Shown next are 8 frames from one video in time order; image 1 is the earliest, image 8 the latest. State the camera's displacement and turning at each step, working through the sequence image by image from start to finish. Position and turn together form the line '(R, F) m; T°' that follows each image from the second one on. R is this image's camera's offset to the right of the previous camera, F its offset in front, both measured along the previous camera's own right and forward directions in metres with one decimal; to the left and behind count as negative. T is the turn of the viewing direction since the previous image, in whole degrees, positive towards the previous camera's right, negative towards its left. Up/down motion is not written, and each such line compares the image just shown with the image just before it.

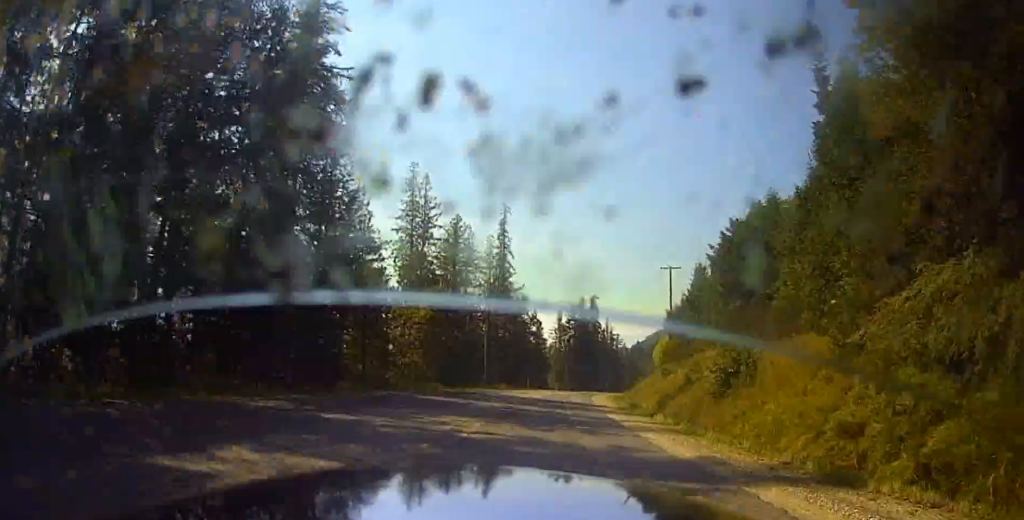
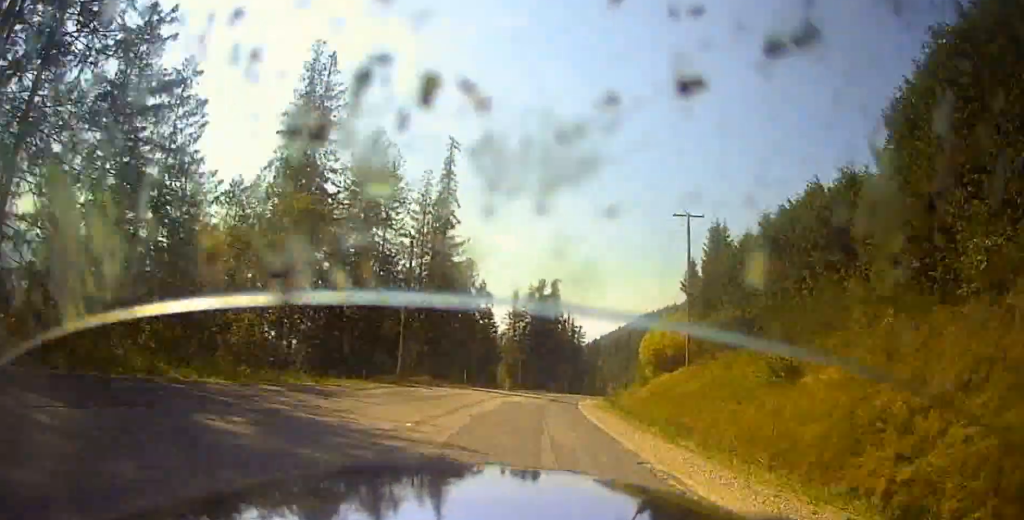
(0.0, +33.9) m; 0°
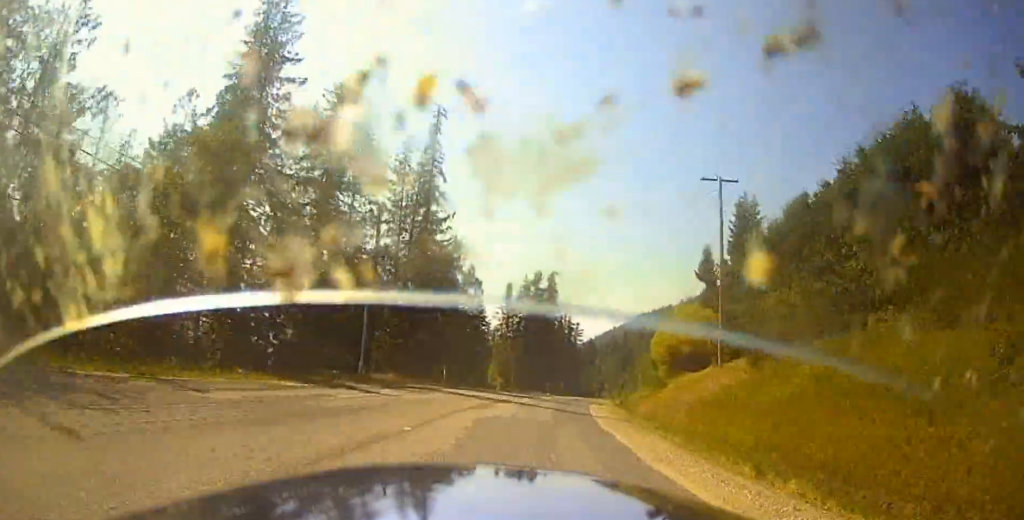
(-0.1, +12.5) m; 0°
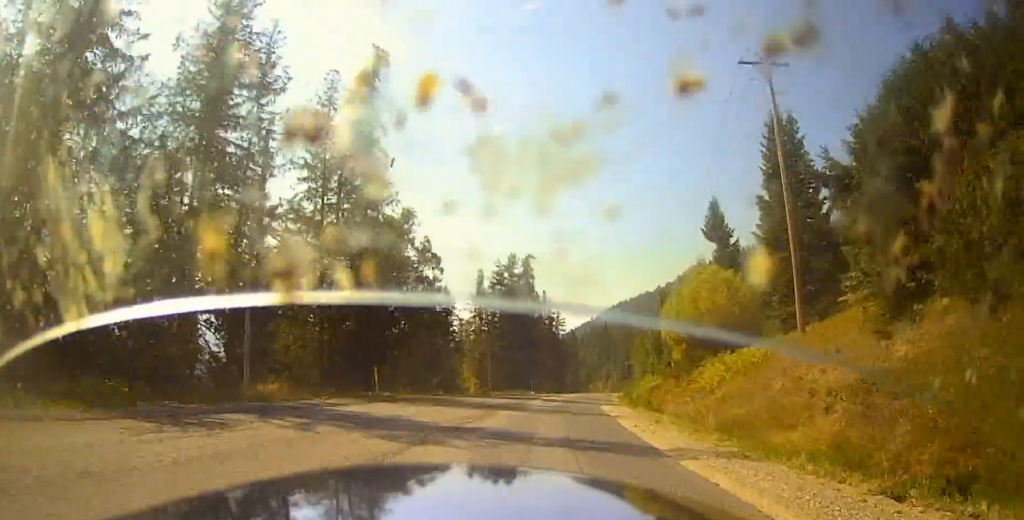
(+0.2, +15.4) m; +4°
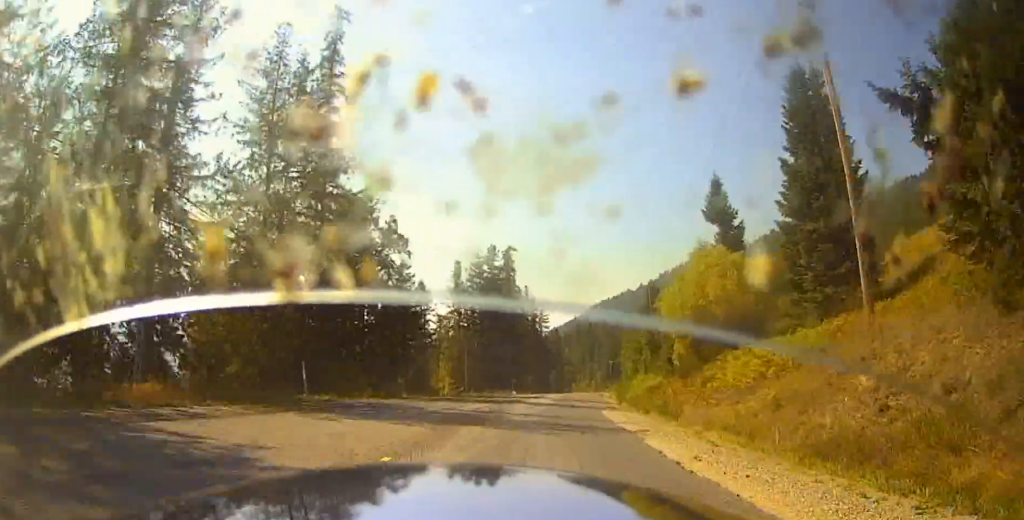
(+0.3, +7.1) m; +2°
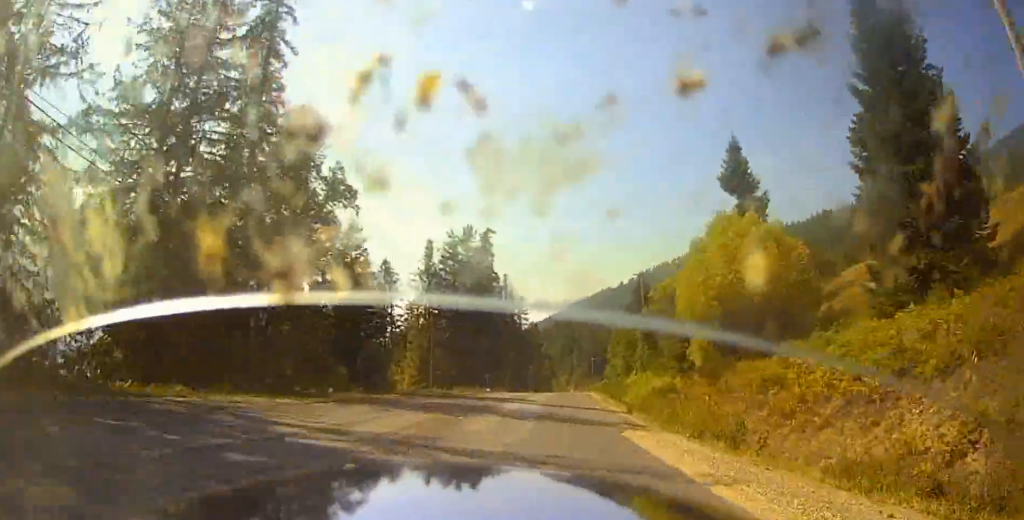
(+0.5, +10.5) m; +2°
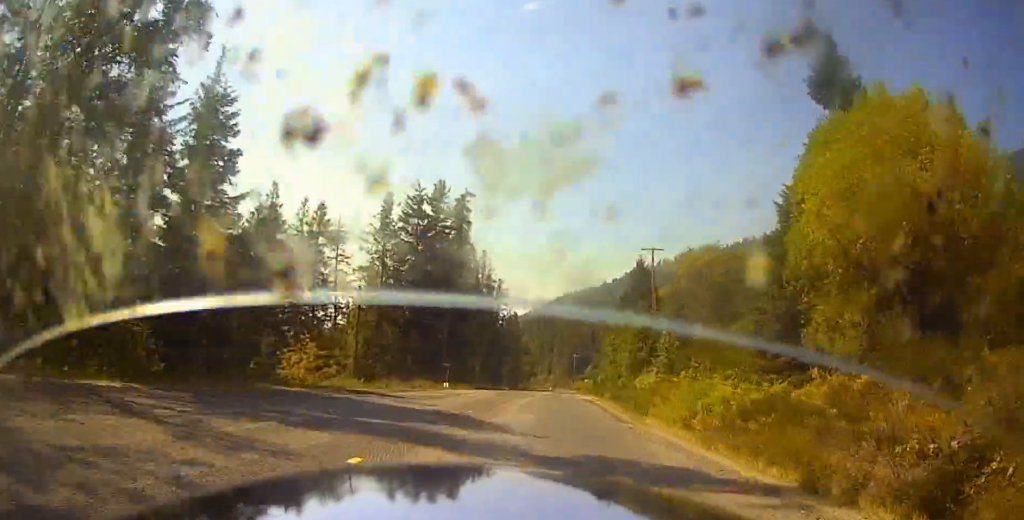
(+0.1, +19.5) m; +1°
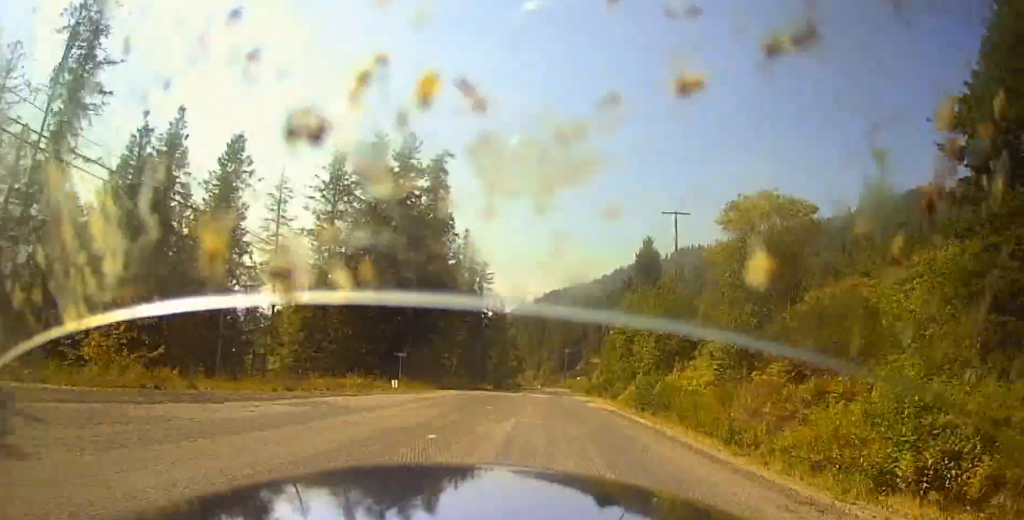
(+0.1, +16.2) m; +3°
